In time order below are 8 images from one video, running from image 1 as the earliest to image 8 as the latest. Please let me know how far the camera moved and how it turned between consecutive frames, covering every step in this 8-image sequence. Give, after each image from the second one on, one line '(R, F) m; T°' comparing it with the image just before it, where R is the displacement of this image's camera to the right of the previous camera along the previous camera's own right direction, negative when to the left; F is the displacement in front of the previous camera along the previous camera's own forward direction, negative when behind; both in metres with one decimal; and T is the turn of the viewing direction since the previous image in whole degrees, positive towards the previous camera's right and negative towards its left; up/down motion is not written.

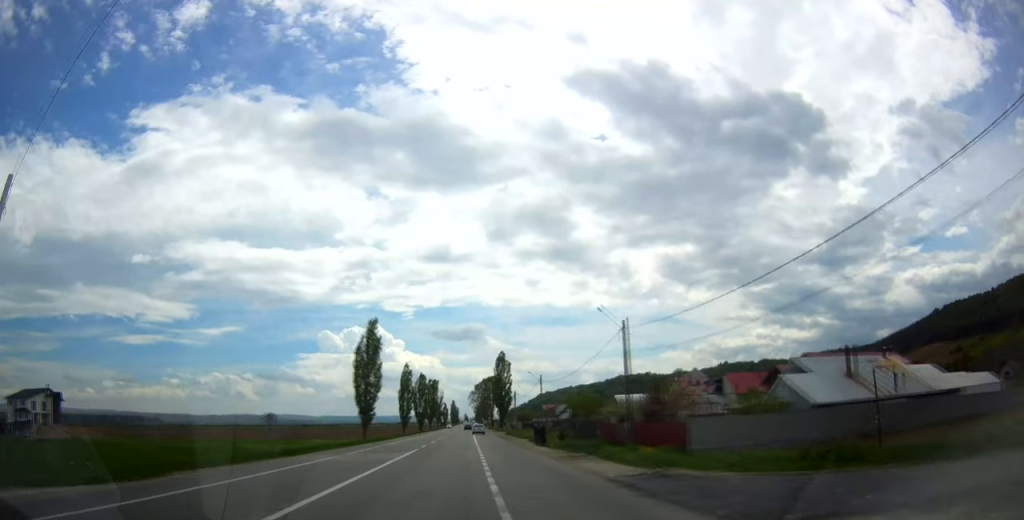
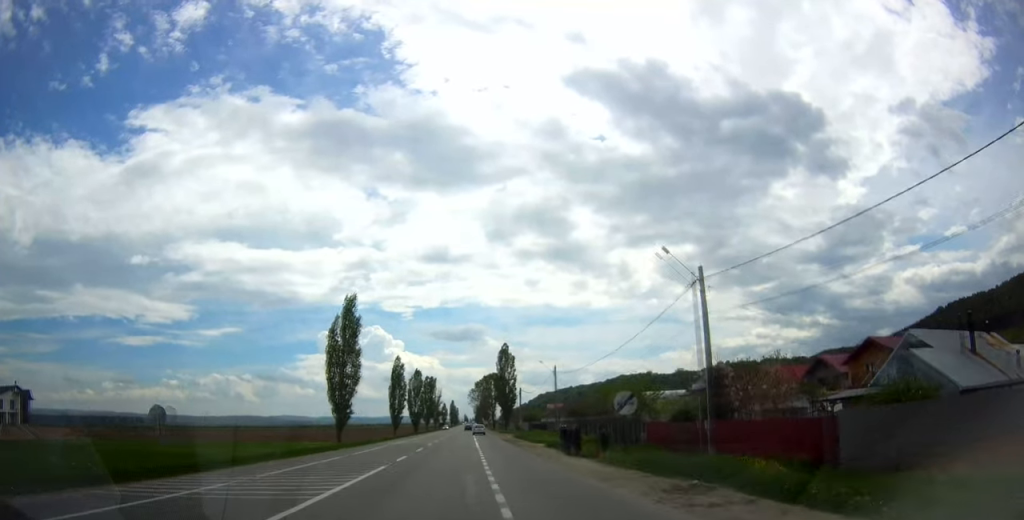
(0.0, +12.3) m; 0°
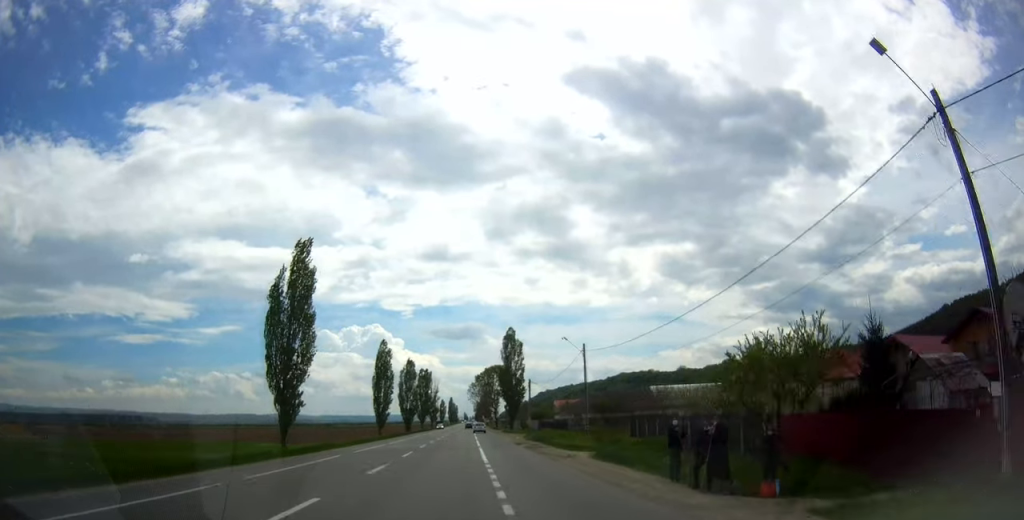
(0.0, +15.9) m; 0°
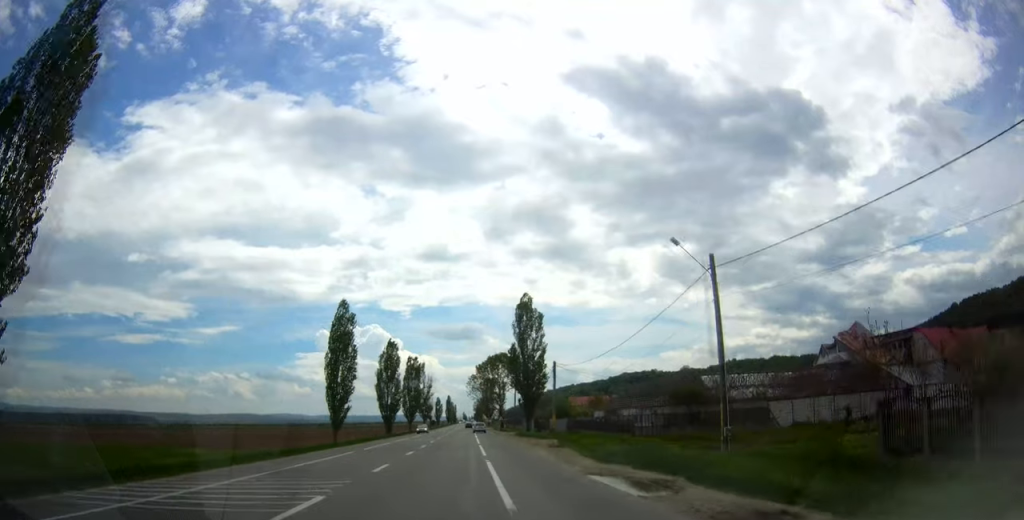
(+0.1, +26.2) m; +1°
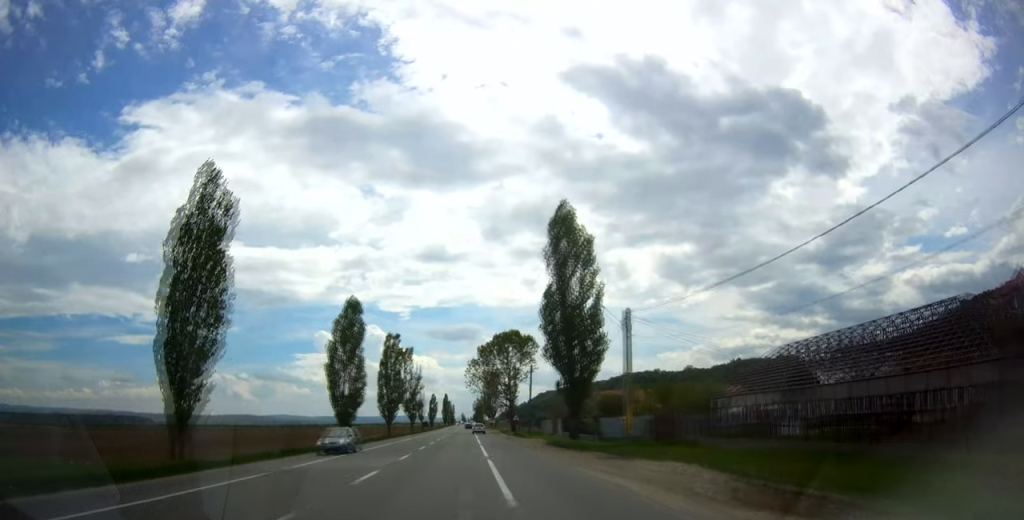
(0.0, +30.0) m; -1°
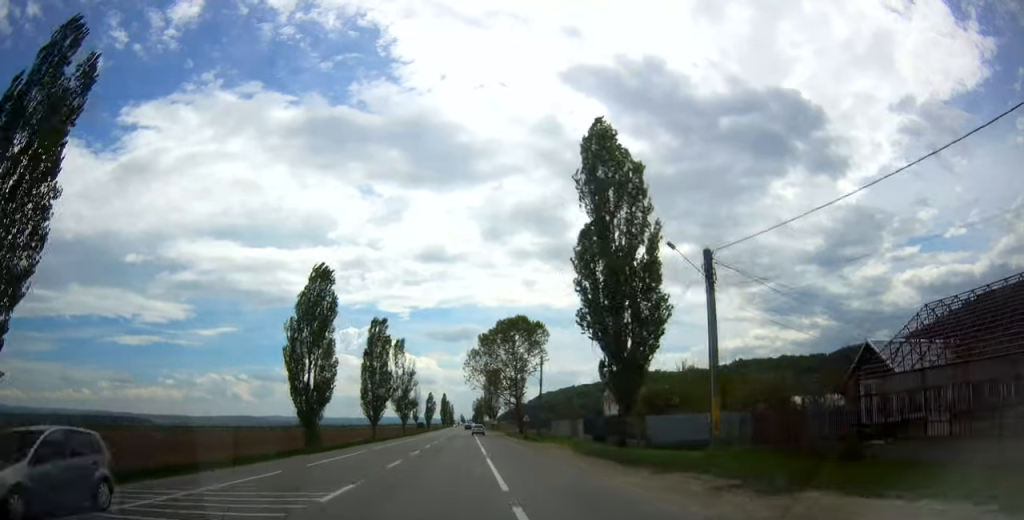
(-0.3, +12.7) m; -1°
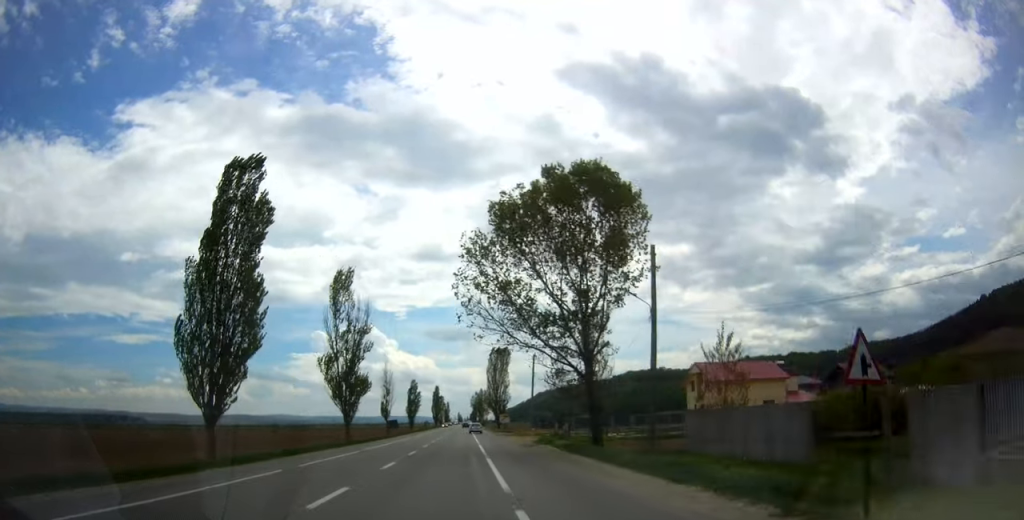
(+0.4, +45.4) m; +2°
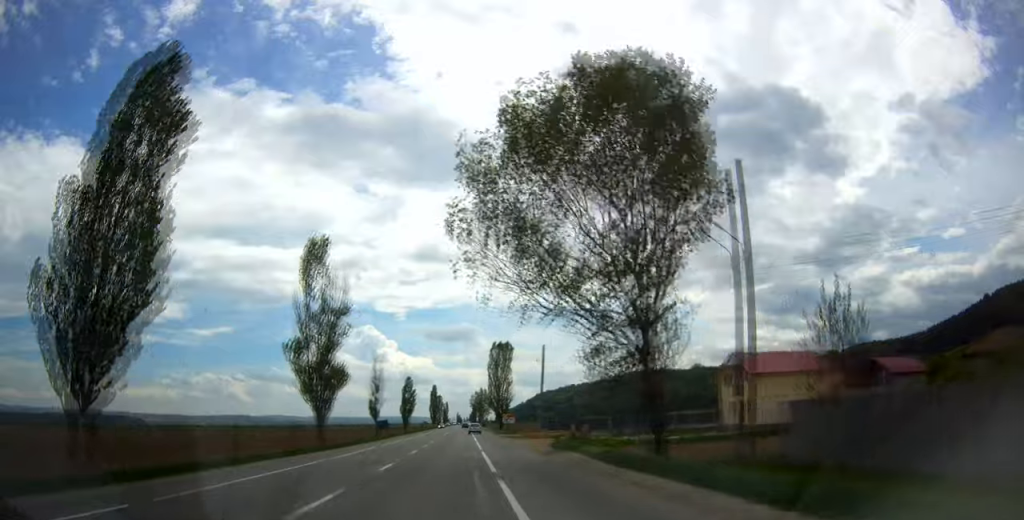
(0.0, +10.0) m; 0°
